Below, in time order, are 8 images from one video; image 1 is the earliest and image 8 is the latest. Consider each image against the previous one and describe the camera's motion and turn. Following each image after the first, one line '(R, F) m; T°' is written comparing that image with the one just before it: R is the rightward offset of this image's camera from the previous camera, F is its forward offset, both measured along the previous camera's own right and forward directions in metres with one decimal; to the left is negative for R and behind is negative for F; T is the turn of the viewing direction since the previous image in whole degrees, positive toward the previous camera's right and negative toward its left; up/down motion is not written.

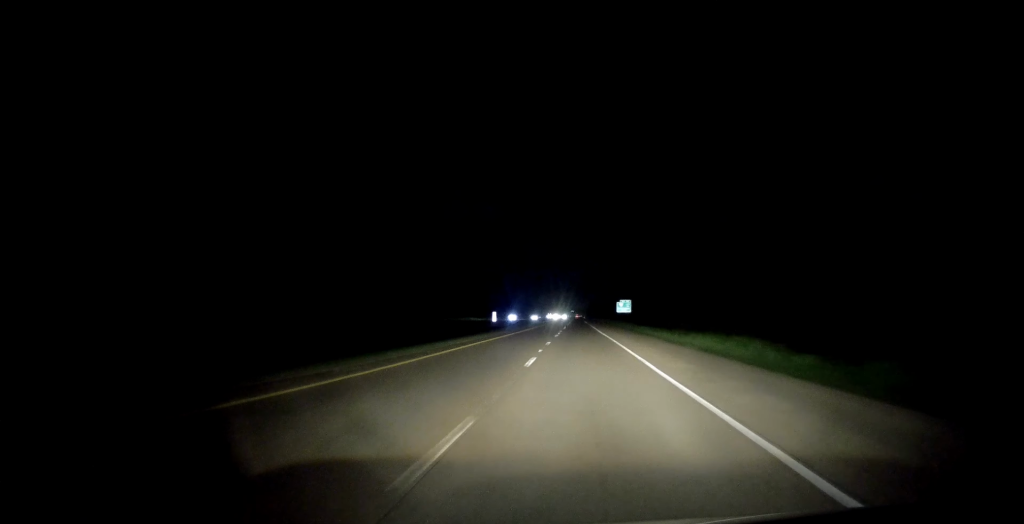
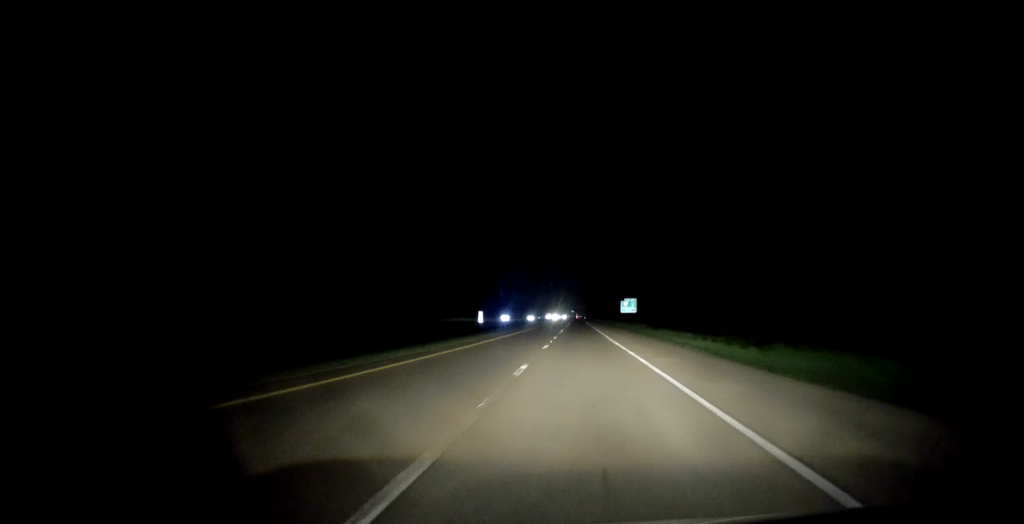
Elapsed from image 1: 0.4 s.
(-0.1, +14.7) m; 0°
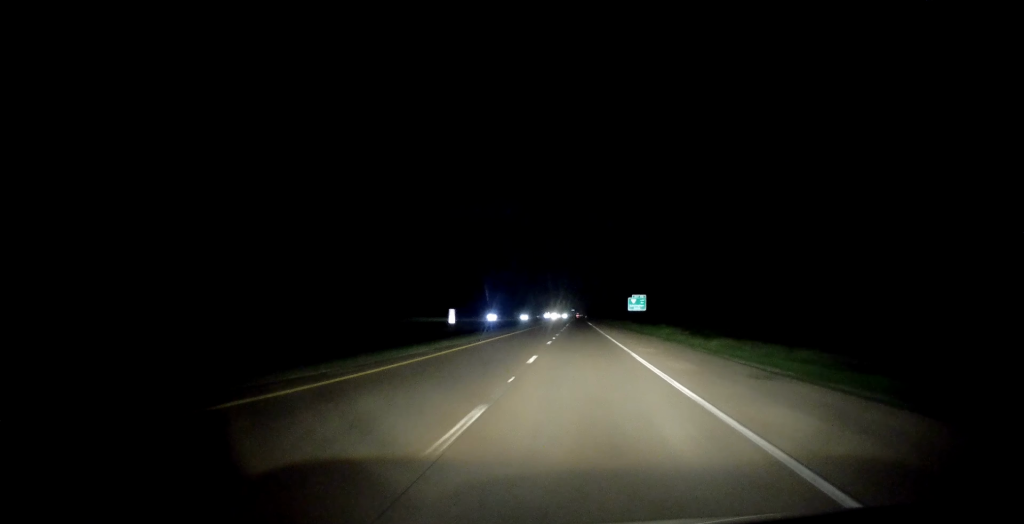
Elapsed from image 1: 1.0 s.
(+0.2, +20.4) m; 0°
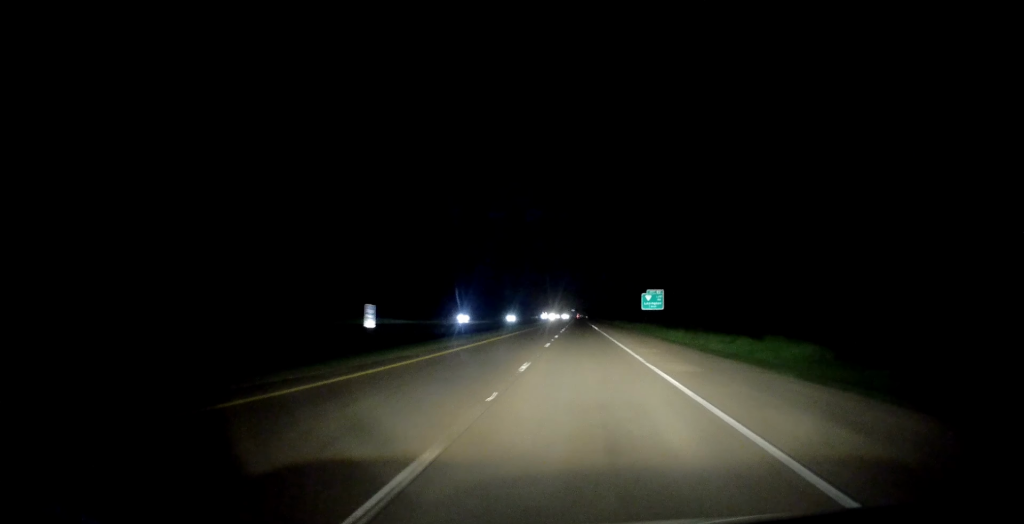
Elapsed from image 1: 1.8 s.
(+0.3, +27.2) m; 0°
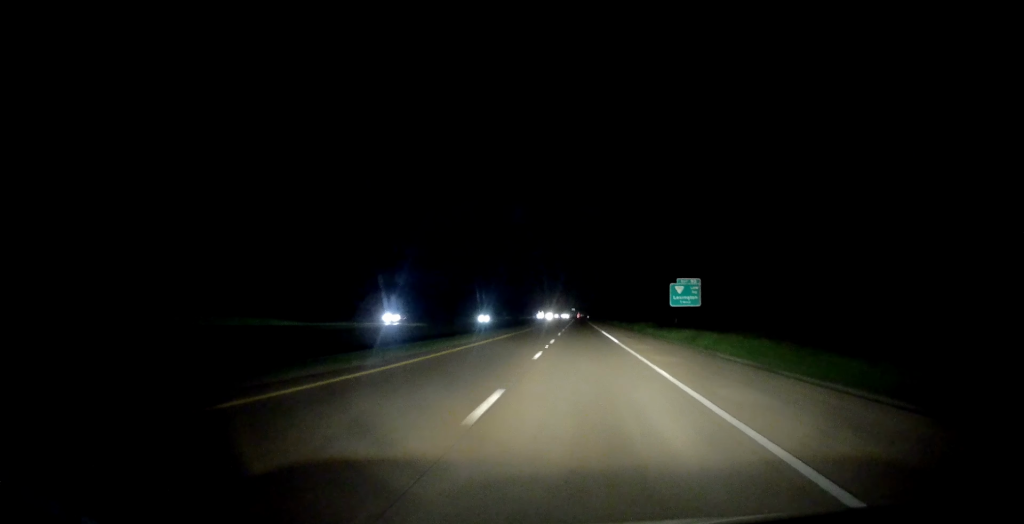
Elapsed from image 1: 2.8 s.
(-0.6, +31.8) m; -1°
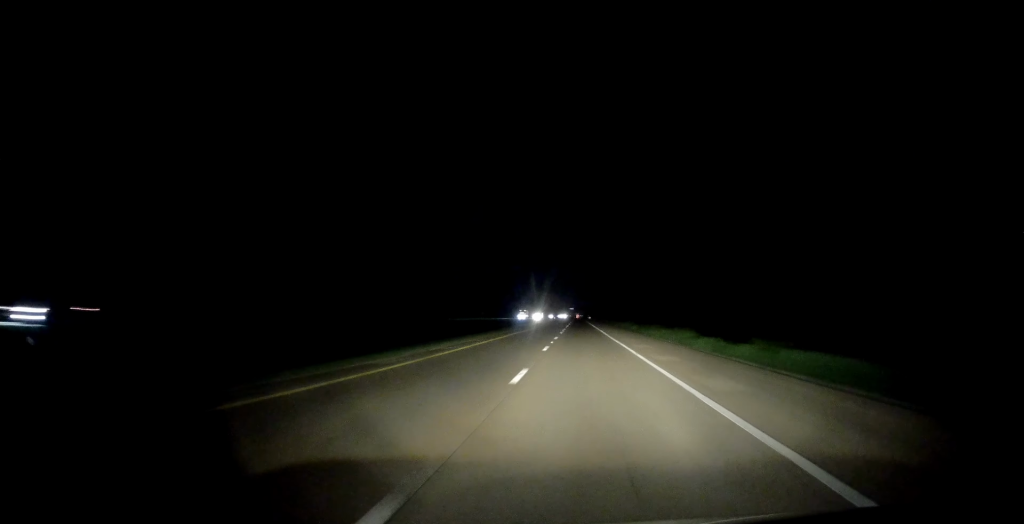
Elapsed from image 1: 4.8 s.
(+0.5, +68.4) m; 0°
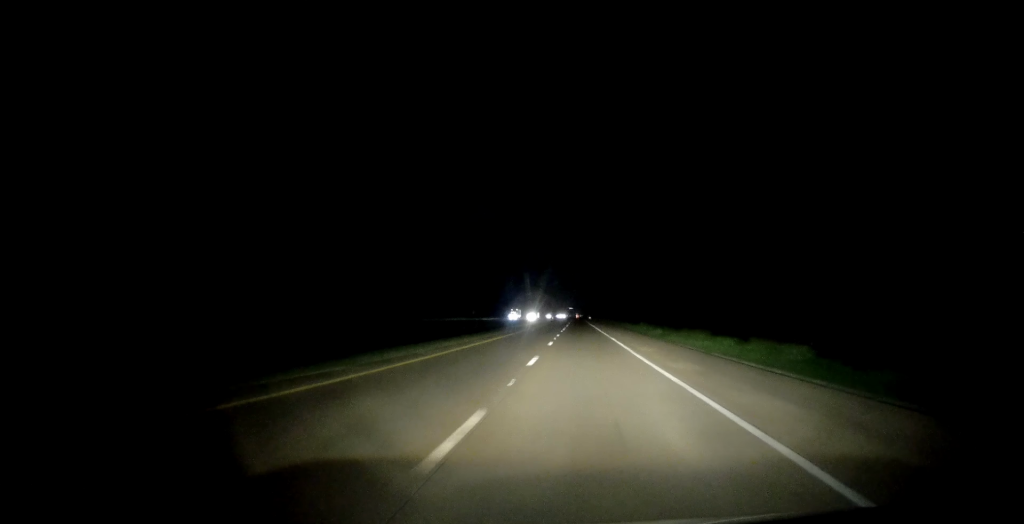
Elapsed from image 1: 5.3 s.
(-0.2, +19.3) m; 0°
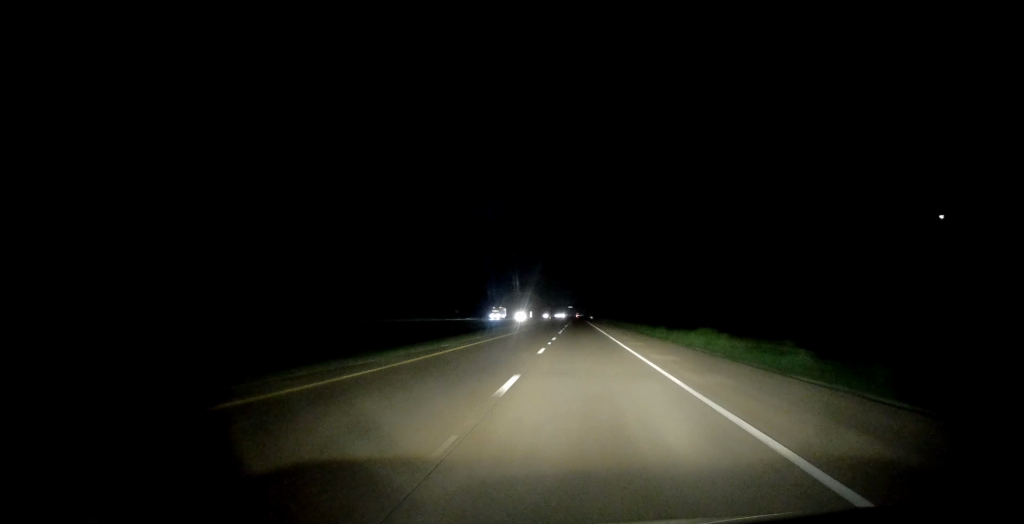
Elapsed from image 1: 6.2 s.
(+0.1, +30.8) m; 0°
